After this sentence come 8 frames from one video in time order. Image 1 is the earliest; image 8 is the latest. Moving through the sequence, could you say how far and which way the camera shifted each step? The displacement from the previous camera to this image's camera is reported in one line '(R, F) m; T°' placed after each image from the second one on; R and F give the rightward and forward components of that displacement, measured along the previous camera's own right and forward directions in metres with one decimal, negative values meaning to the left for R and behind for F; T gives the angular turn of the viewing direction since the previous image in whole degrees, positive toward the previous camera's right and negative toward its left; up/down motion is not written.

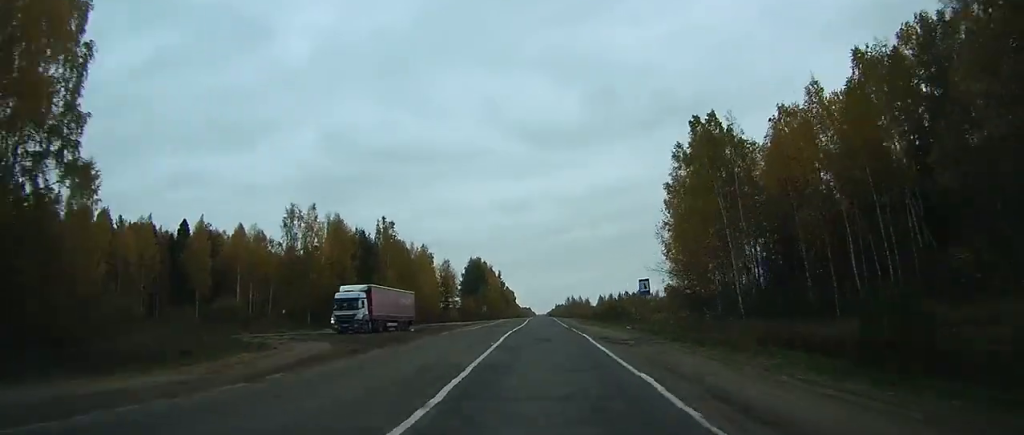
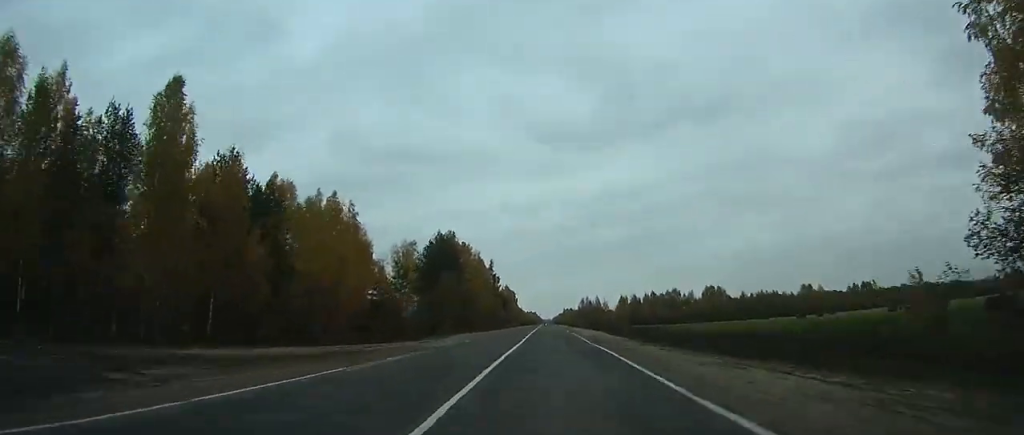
(-0.1, +67.2) m; 0°
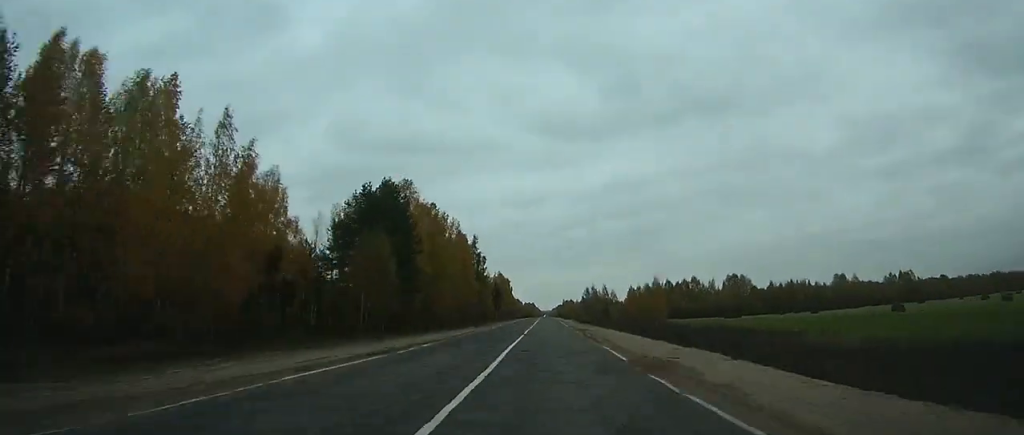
(0.0, +39.3) m; 0°
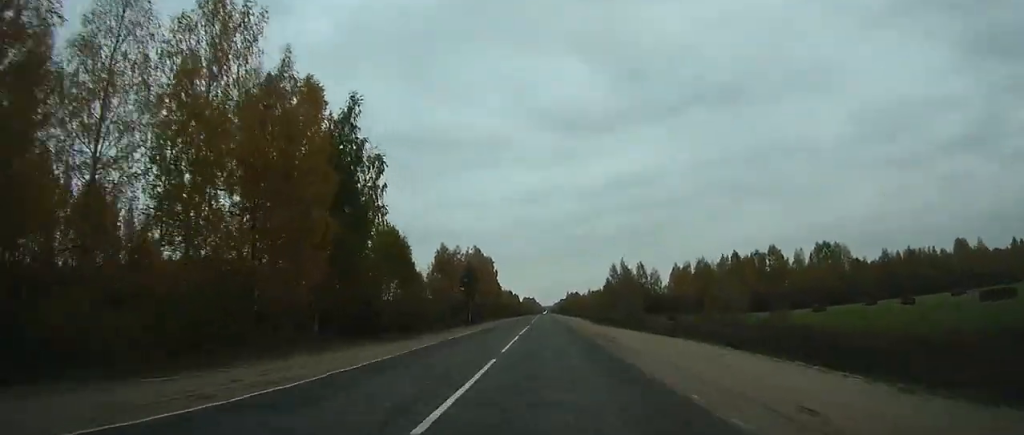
(-0.2, +88.4) m; 0°
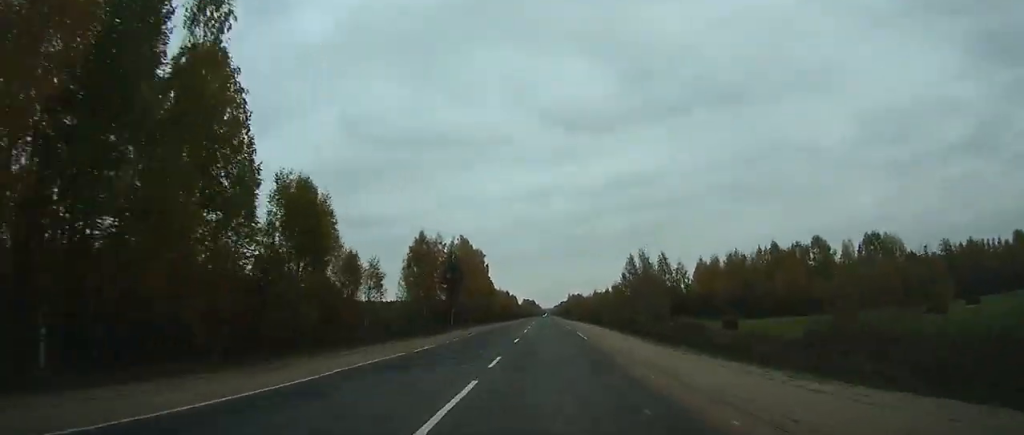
(0.0, +27.2) m; 0°
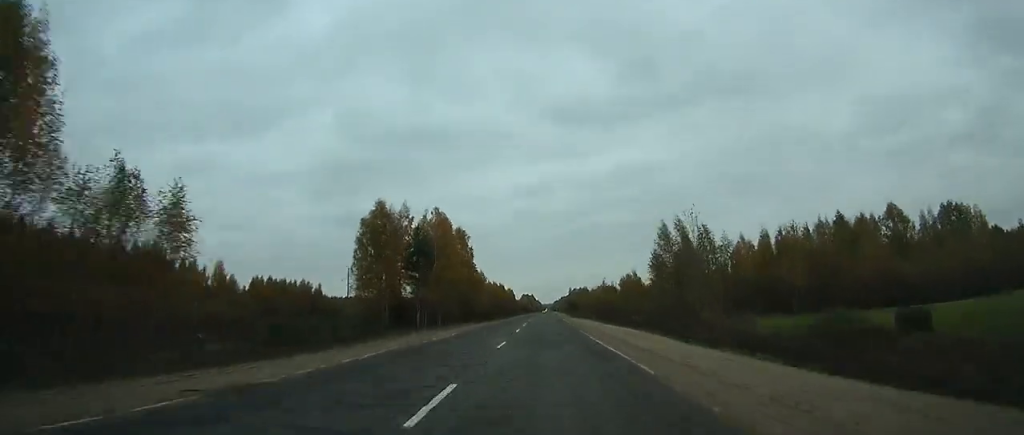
(0.0, +30.7) m; 0°
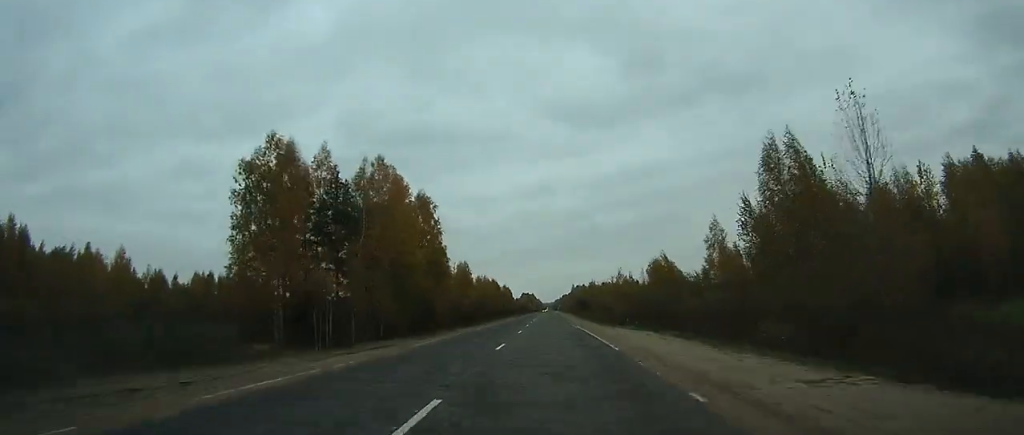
(0.0, +36.1) m; 0°
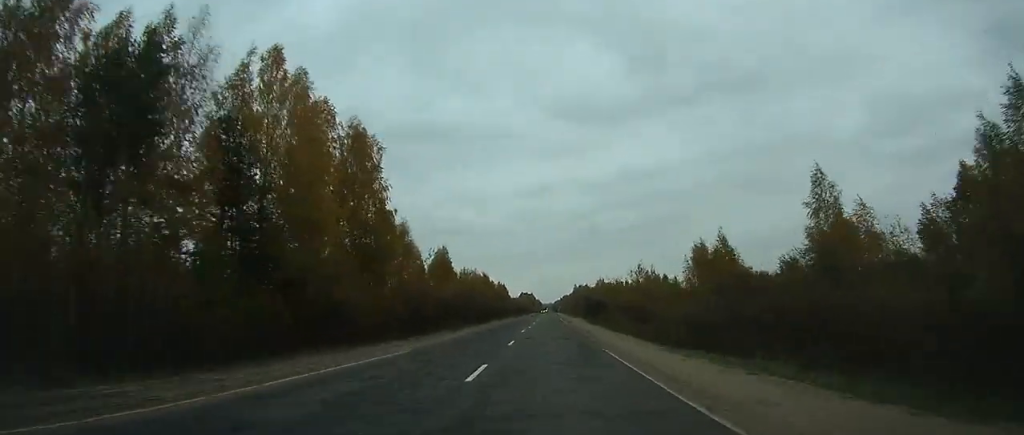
(0.0, +32.3) m; 0°
